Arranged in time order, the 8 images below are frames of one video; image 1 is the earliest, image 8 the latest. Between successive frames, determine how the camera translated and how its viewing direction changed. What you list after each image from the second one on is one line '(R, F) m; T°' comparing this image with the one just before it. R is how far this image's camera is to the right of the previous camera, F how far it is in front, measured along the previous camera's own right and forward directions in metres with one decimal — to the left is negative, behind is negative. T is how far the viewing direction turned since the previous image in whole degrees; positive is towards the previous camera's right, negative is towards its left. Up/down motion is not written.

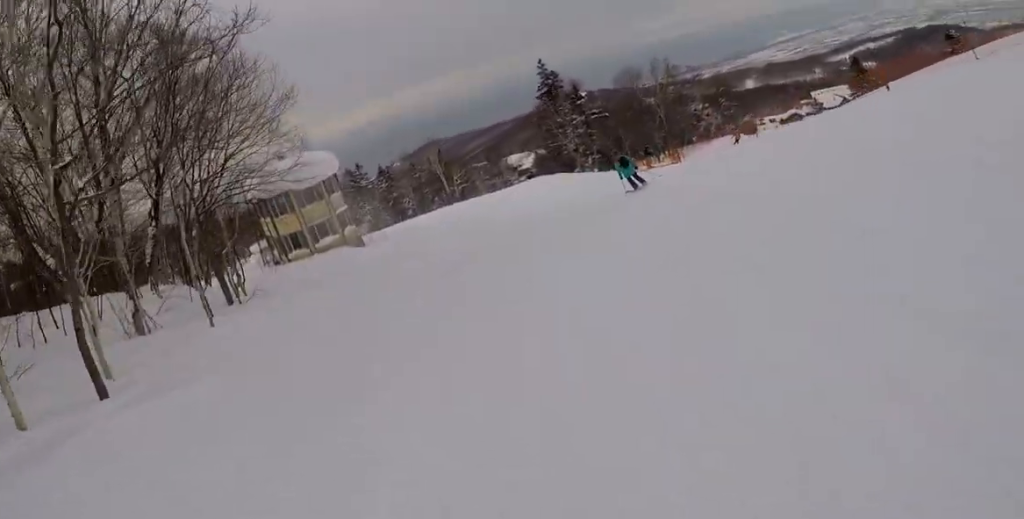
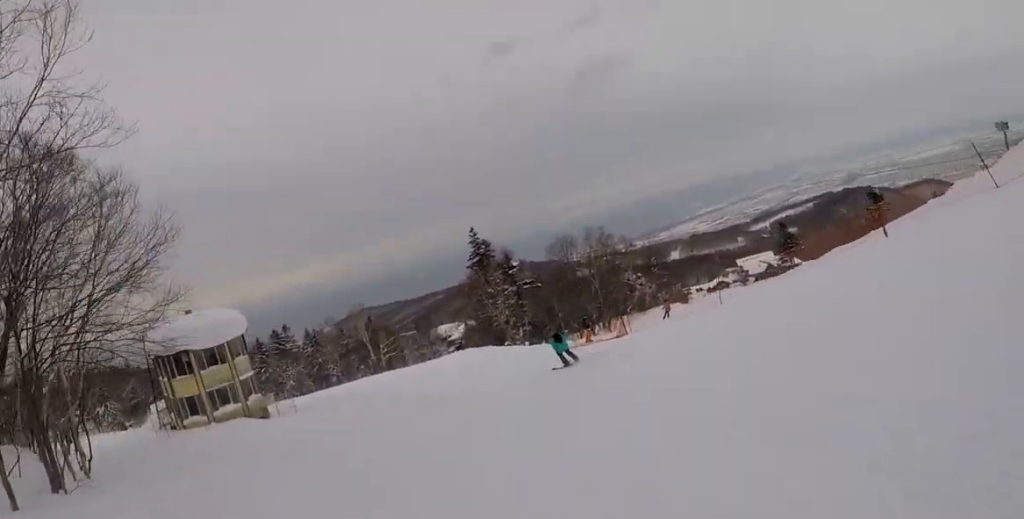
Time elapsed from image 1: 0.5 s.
(0.0, +4.7) m; +1°
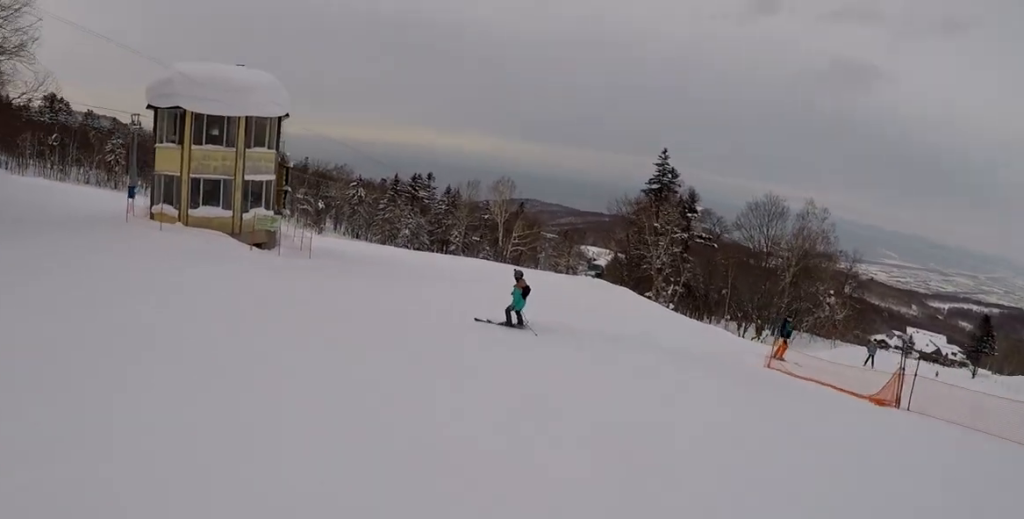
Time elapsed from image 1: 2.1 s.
(+0.2, +13.0) m; -2°
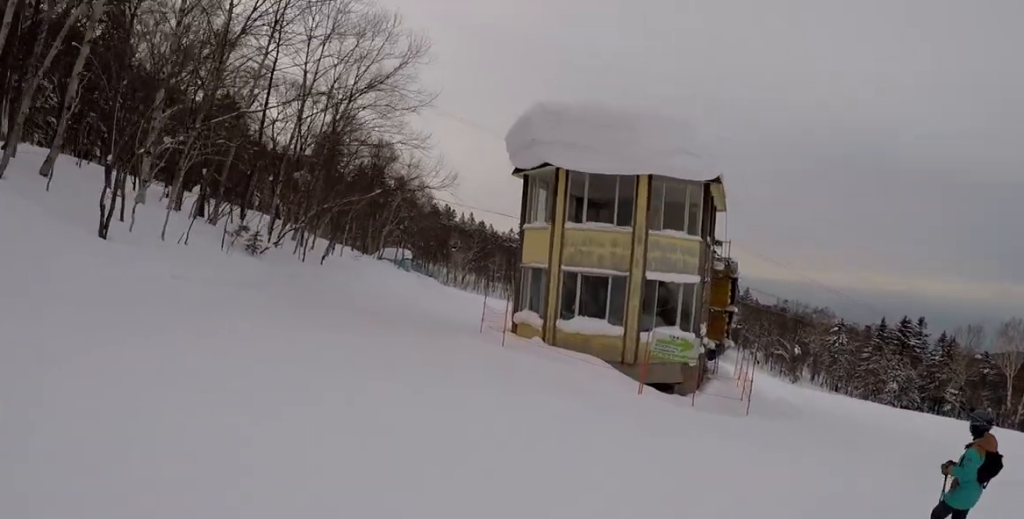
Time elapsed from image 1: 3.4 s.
(-0.5, +8.4) m; -8°
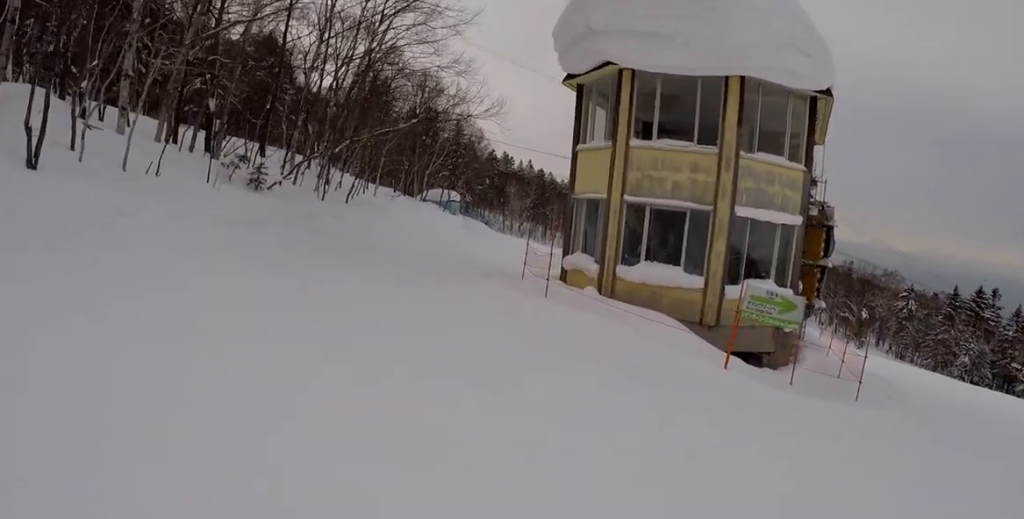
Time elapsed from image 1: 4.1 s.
(-0.2, +3.5) m; -4°
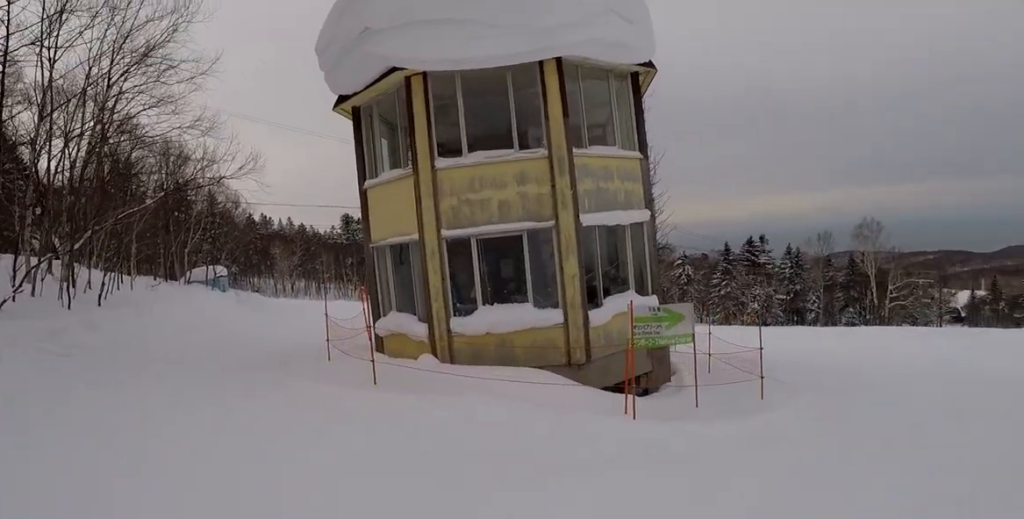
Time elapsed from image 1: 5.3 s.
(-0.2, +4.7) m; -1°
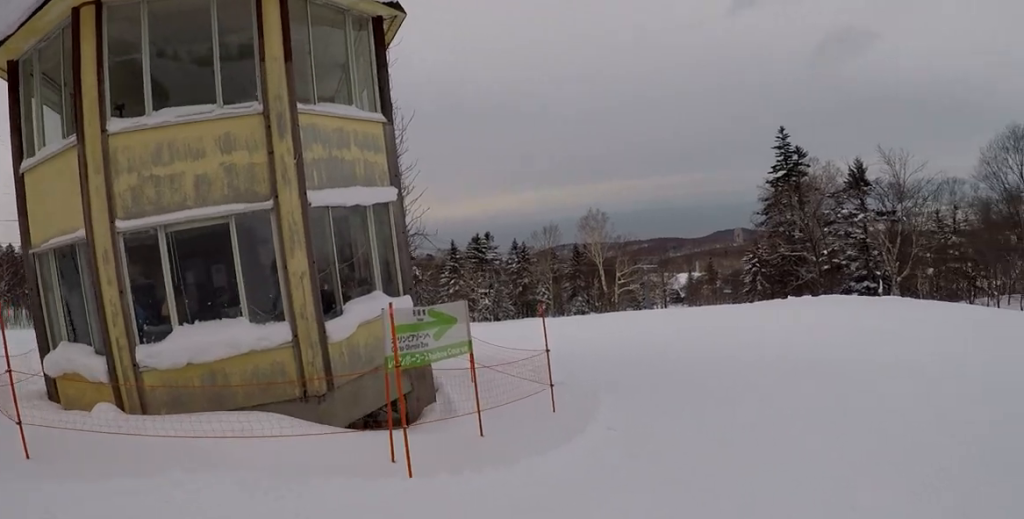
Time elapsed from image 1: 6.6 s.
(+0.3, +3.8) m; +13°
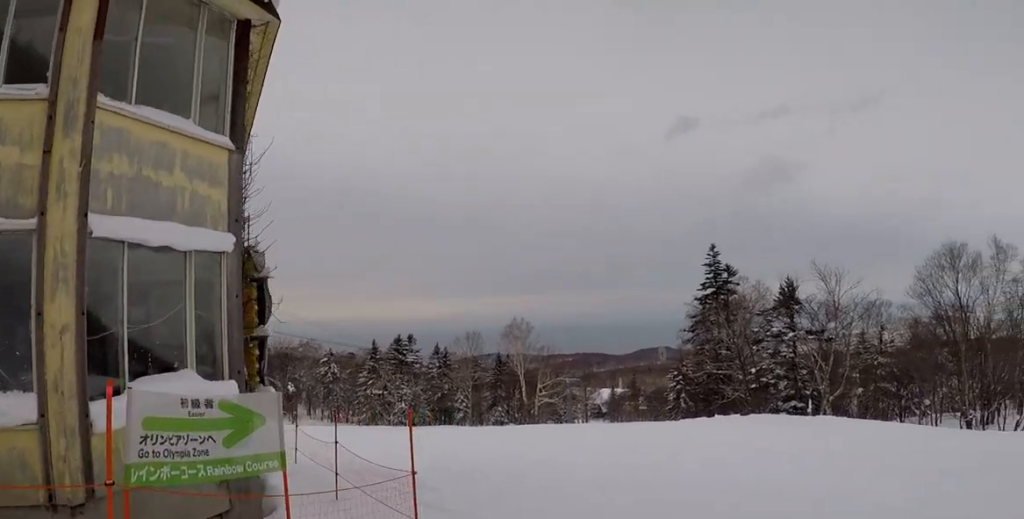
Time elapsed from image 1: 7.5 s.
(+0.2, +2.2) m; +11°
